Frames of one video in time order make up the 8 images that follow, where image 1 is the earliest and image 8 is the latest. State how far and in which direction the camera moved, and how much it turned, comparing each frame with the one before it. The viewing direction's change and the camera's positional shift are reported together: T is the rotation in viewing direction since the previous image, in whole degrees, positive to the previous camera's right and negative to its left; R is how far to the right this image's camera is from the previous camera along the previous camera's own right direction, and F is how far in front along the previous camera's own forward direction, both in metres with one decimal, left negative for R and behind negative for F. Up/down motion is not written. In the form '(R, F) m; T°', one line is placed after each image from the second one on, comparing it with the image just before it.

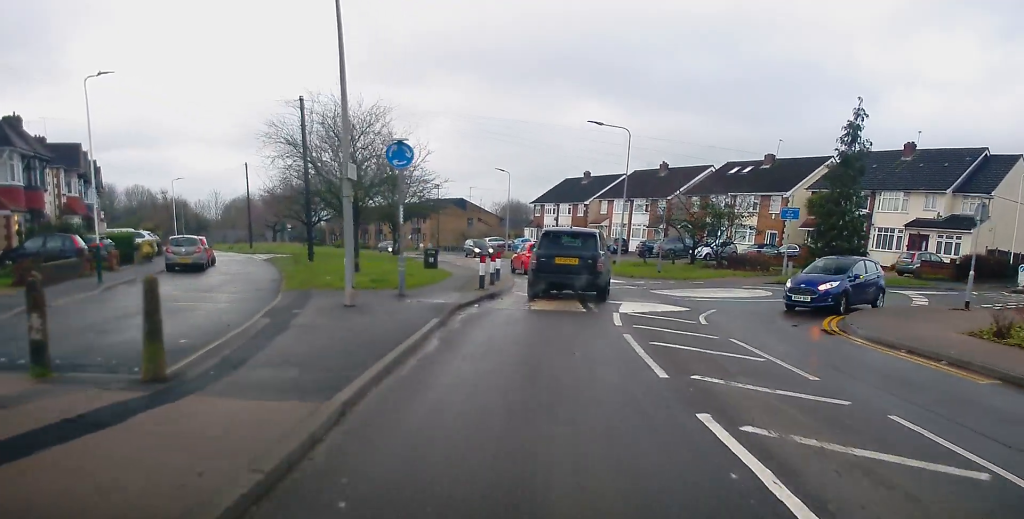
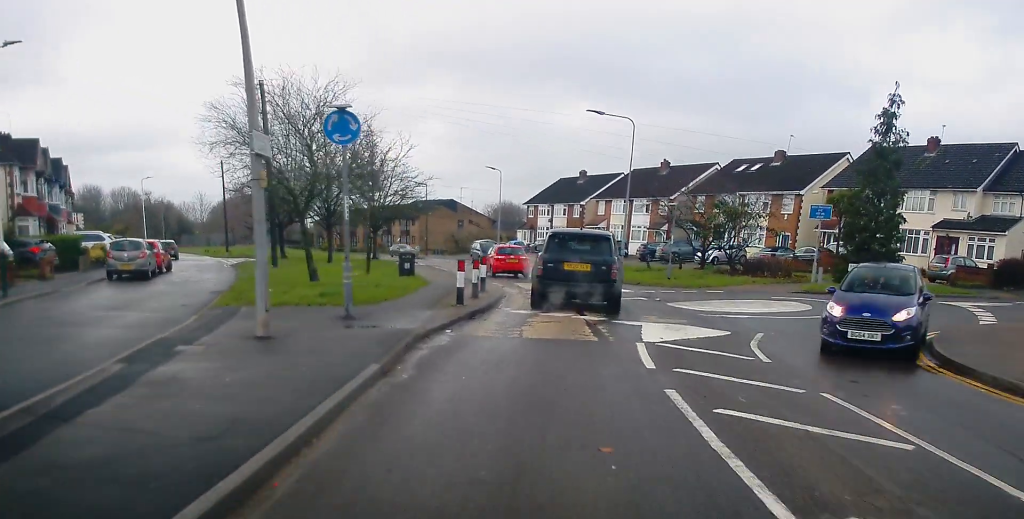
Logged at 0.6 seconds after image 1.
(-0.1, +4.5) m; +2°
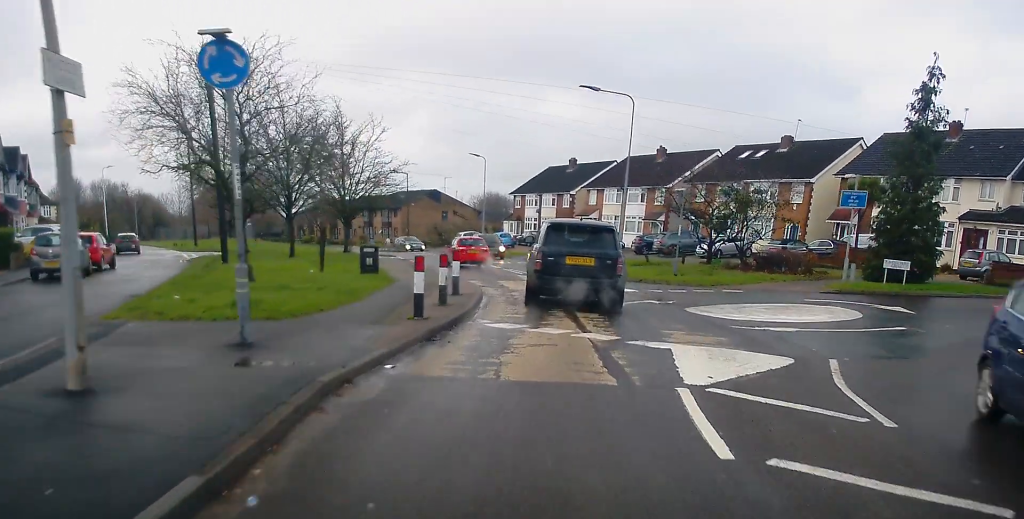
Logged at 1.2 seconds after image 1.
(+0.2, +4.2) m; +6°
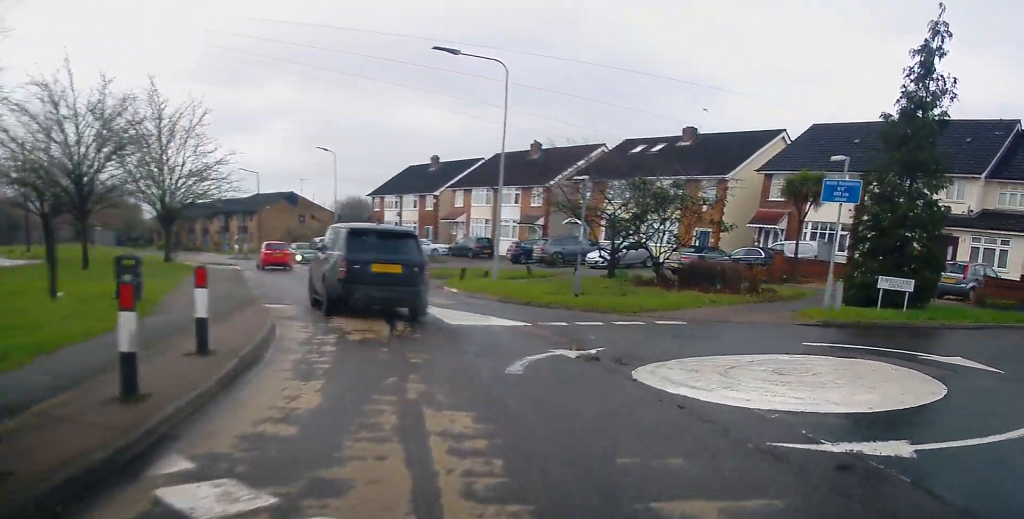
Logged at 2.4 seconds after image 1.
(+1.0, +7.9) m; +19°
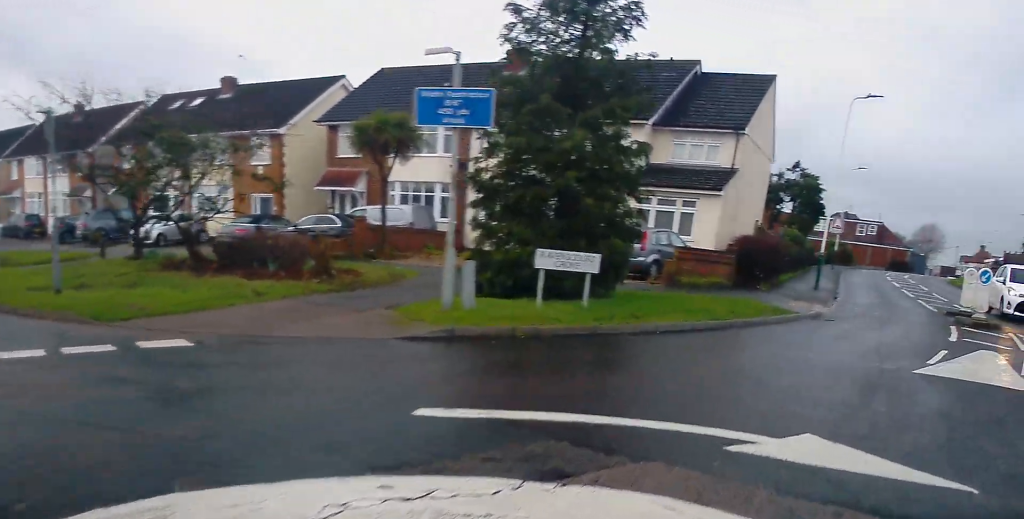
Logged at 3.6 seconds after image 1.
(+1.5, +7.6) m; +26°
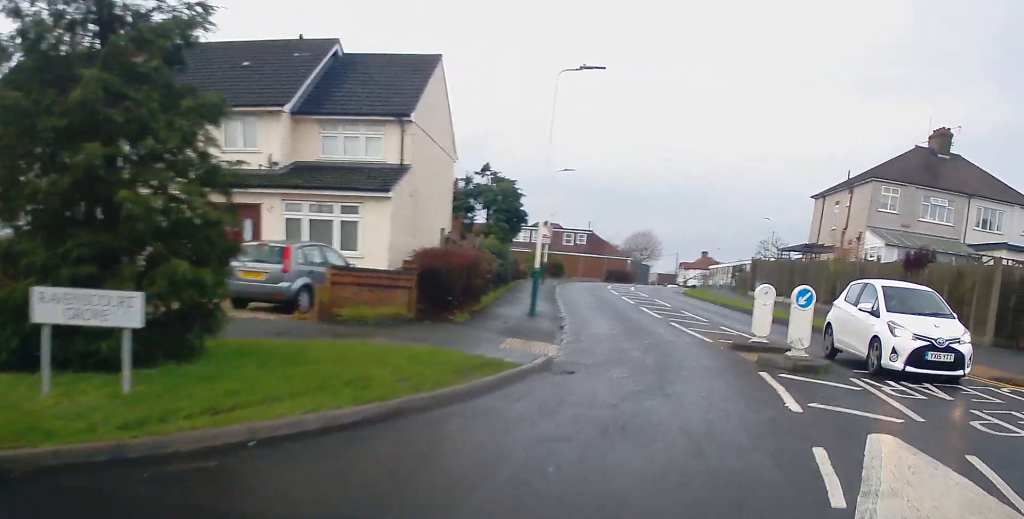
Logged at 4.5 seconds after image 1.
(+1.1, +5.8) m; +15°
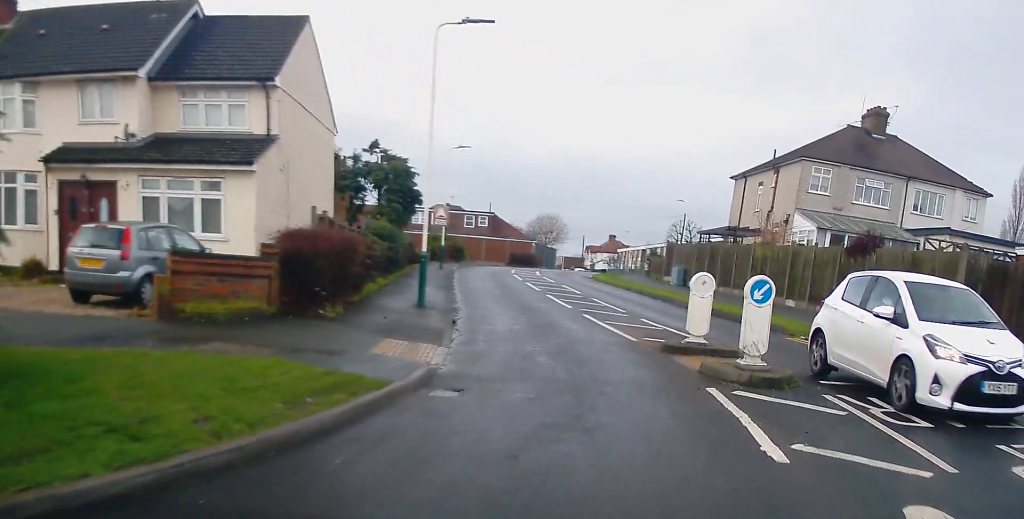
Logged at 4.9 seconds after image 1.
(+0.2, +2.8) m; +2°
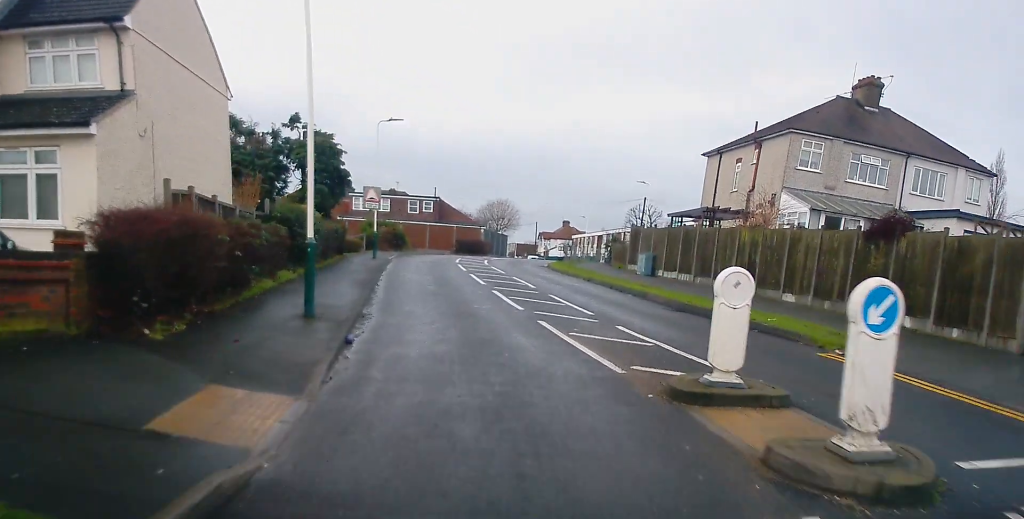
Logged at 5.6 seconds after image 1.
(+0.4, +4.8) m; +1°
